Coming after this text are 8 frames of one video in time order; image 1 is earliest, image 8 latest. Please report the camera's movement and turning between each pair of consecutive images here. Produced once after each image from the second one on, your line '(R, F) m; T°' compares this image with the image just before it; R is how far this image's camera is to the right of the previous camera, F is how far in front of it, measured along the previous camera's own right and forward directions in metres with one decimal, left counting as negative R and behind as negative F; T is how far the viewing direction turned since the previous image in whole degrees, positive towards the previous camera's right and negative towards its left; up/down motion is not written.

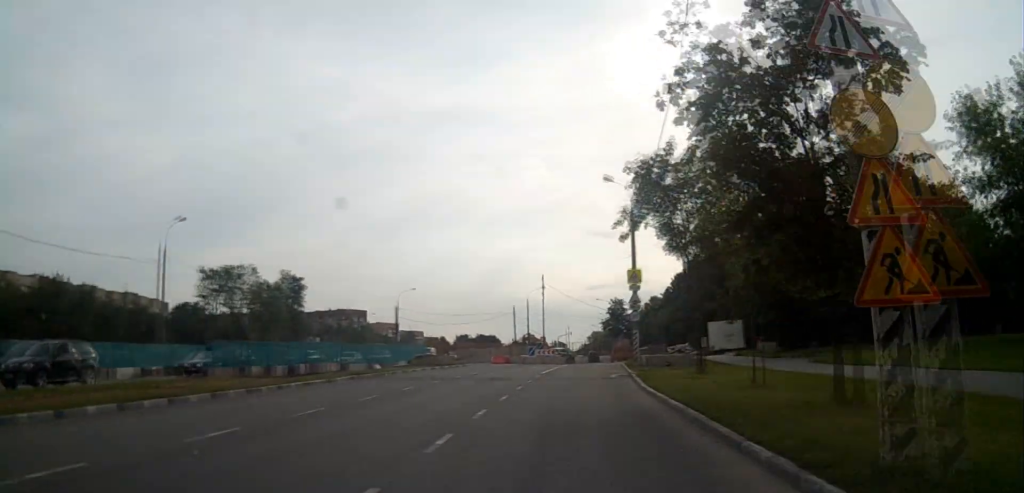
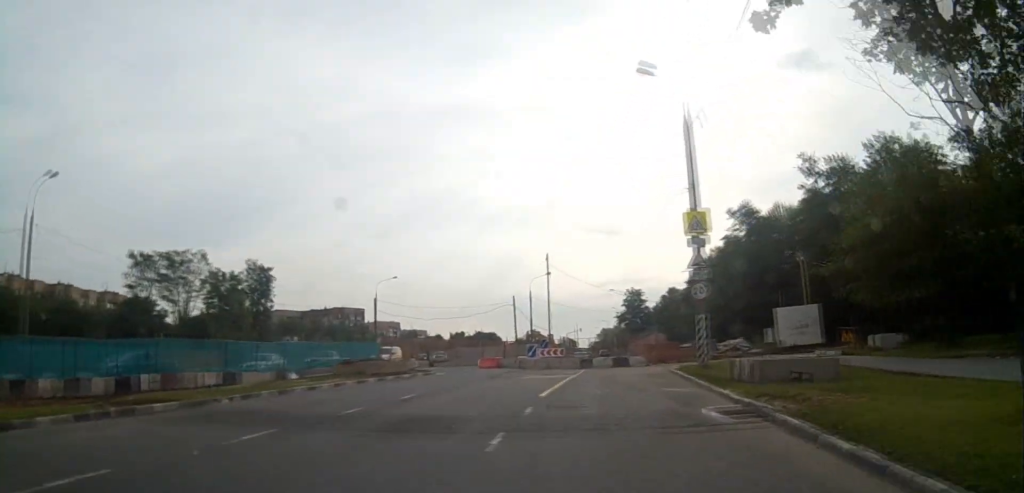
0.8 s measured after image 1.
(+0.5, +16.8) m; +2°
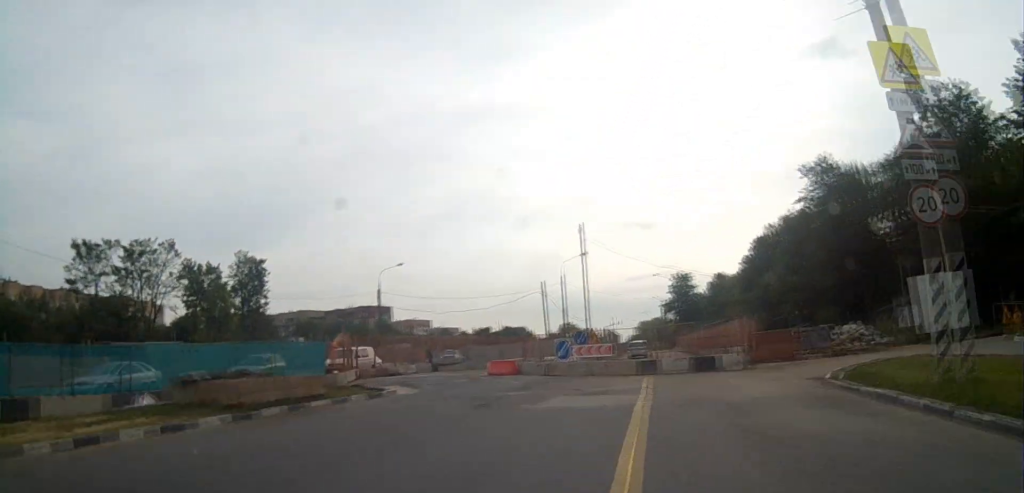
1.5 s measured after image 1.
(0.0, +13.3) m; -3°
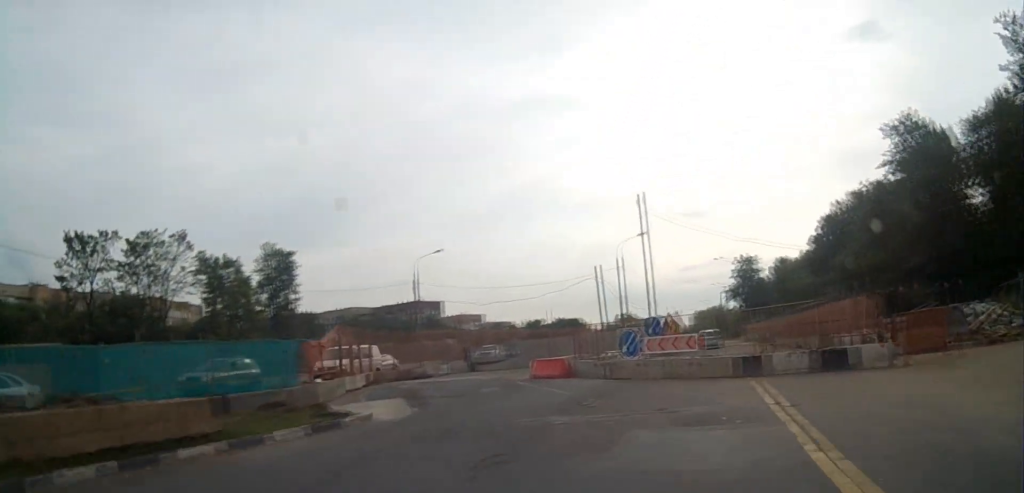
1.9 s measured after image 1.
(+0.1, +7.7) m; -3°
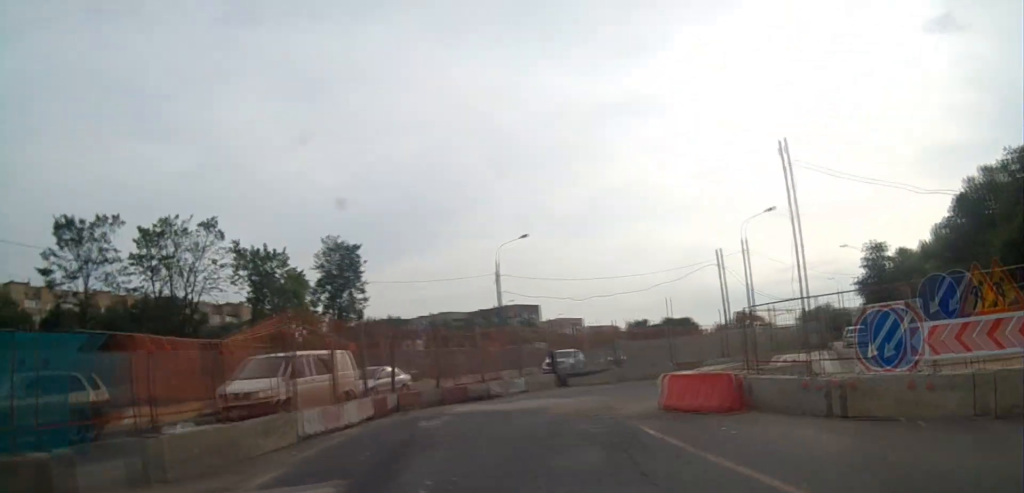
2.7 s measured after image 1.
(-1.0, +12.1) m; -7°
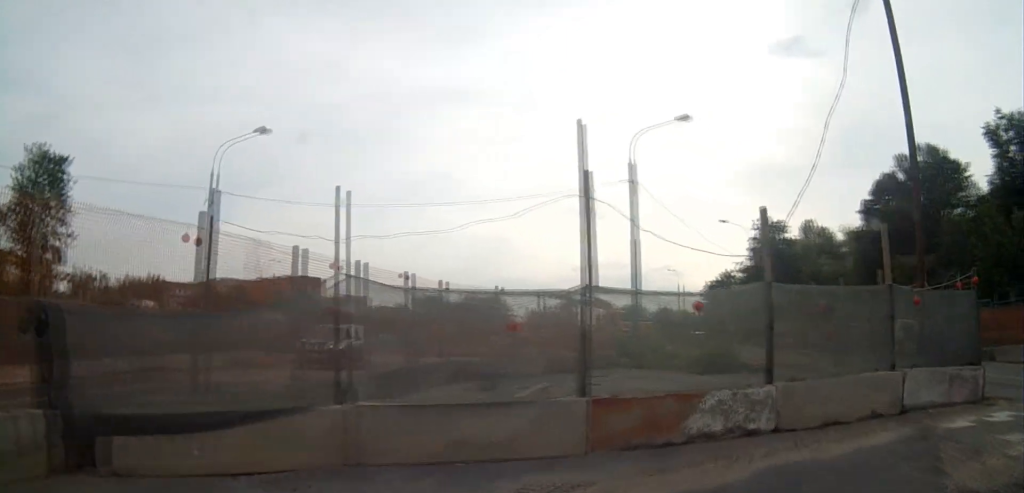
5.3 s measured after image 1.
(+2.3, +22.5) m; +27°
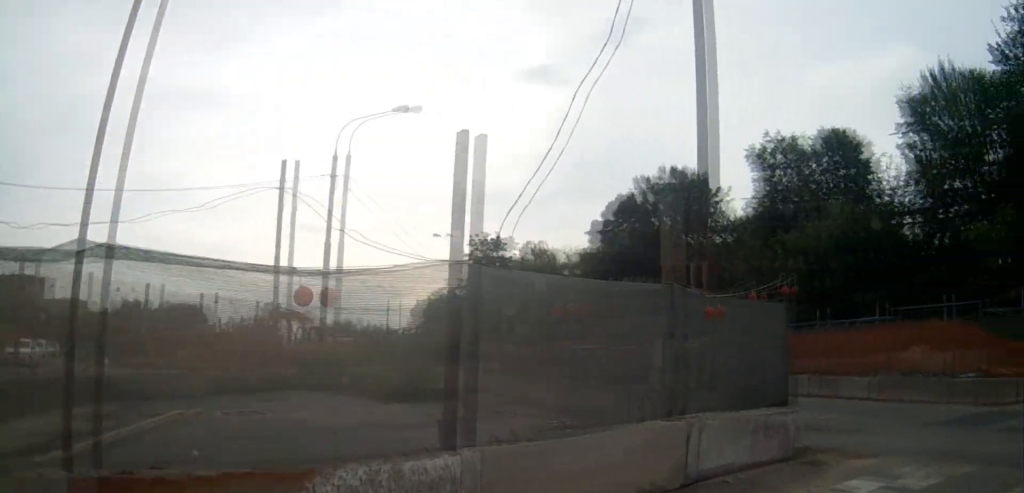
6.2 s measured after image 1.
(+0.4, +3.5) m; +15°
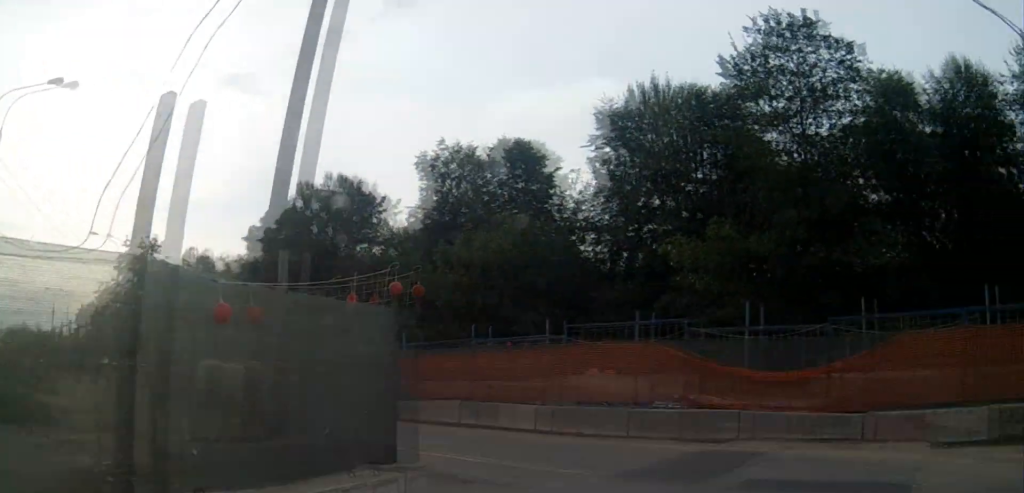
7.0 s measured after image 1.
(+0.5, +2.7) m; +11°
